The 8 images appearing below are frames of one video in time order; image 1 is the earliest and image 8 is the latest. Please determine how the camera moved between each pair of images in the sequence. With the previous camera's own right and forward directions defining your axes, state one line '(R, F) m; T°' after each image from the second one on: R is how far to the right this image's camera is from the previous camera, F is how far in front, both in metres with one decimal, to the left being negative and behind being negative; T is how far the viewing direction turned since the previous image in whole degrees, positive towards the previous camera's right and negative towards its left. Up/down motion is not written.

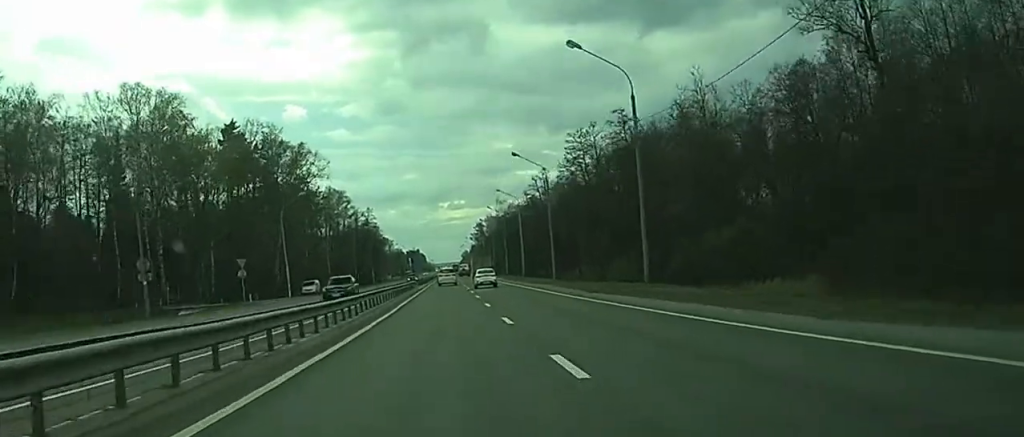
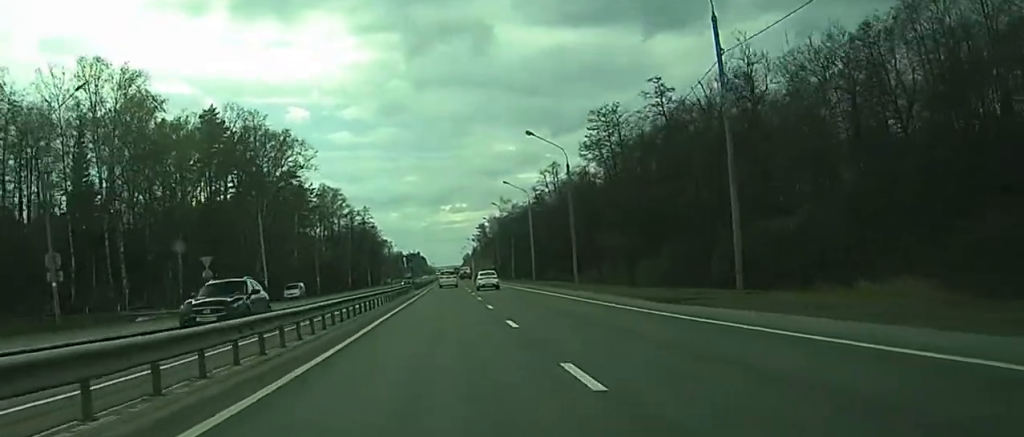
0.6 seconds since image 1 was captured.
(0.0, +12.9) m; 0°
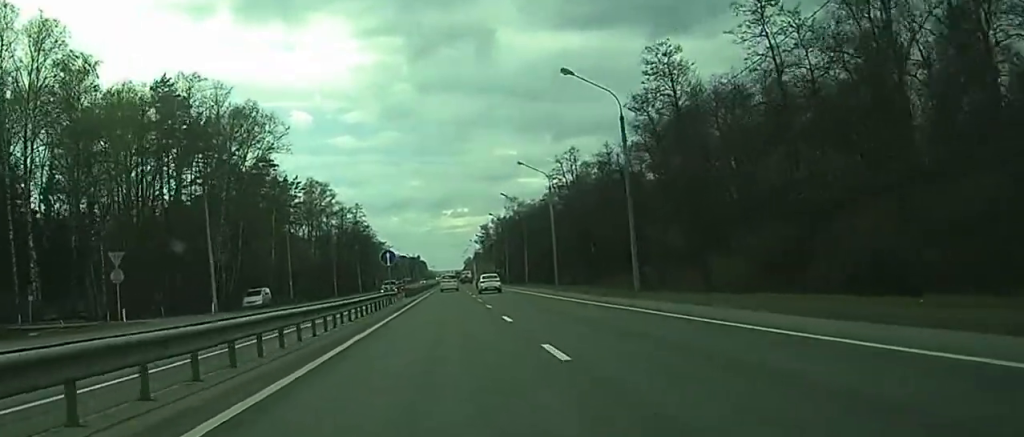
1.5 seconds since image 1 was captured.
(0.0, +20.5) m; 0°
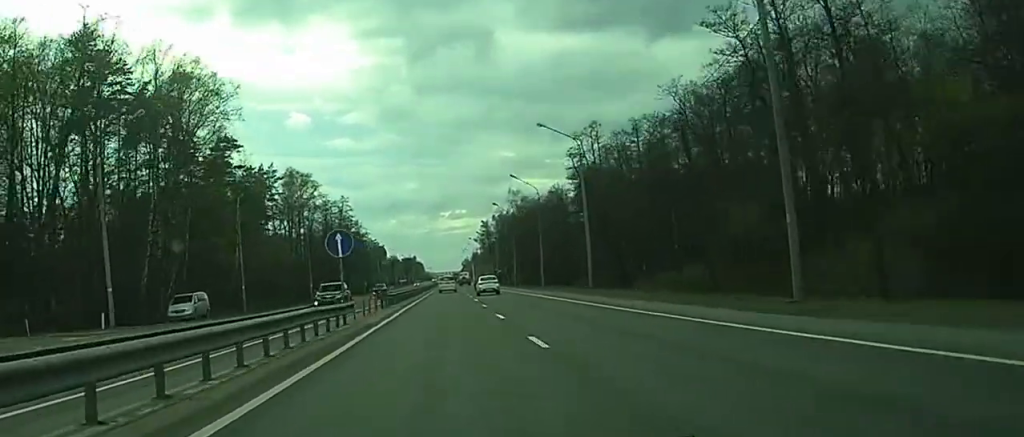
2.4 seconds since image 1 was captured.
(-0.1, +21.3) m; -1°
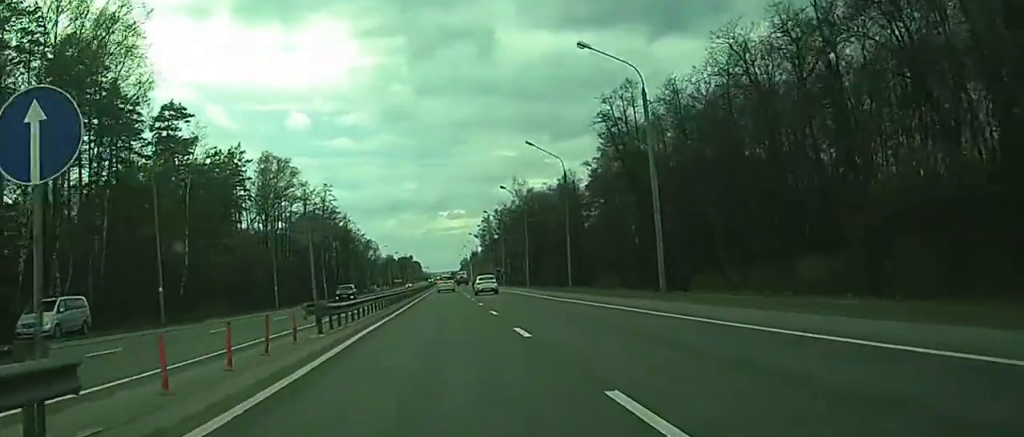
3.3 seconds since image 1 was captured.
(-0.1, +21.3) m; -1°
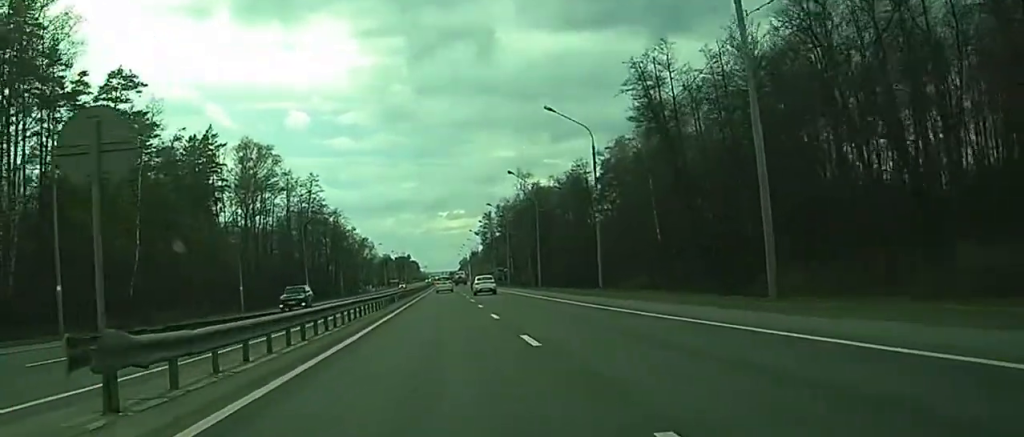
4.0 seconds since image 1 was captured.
(-0.2, +14.4) m; -1°
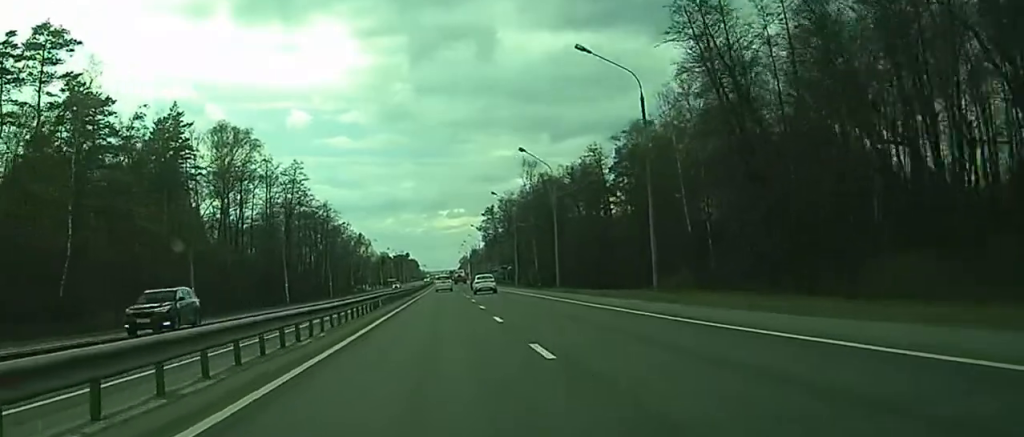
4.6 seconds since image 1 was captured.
(0.0, +14.4) m; 0°
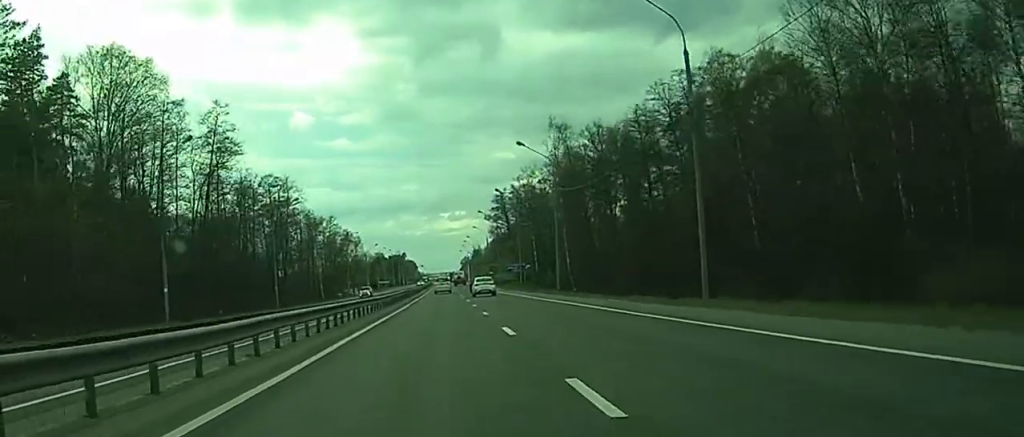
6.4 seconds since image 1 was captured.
(+0.2, +41.5) m; 0°
